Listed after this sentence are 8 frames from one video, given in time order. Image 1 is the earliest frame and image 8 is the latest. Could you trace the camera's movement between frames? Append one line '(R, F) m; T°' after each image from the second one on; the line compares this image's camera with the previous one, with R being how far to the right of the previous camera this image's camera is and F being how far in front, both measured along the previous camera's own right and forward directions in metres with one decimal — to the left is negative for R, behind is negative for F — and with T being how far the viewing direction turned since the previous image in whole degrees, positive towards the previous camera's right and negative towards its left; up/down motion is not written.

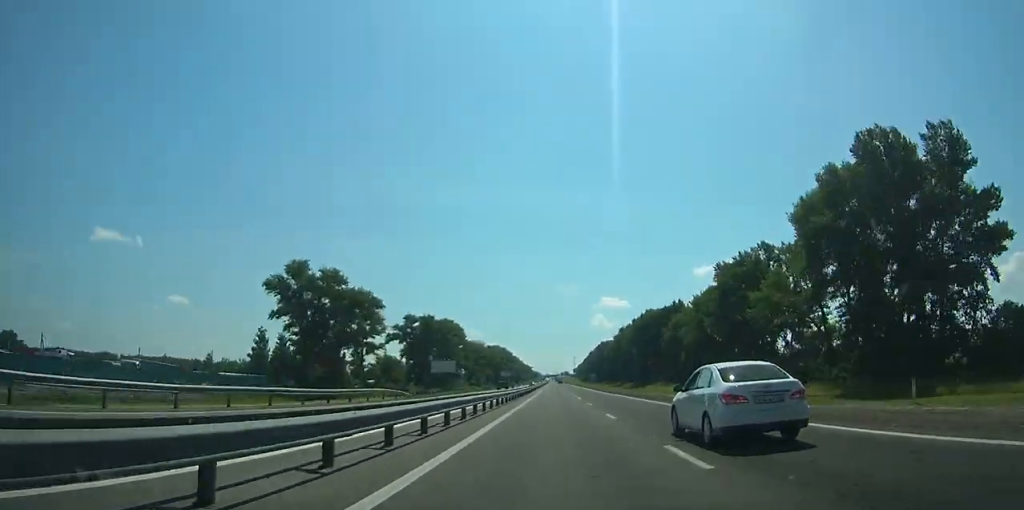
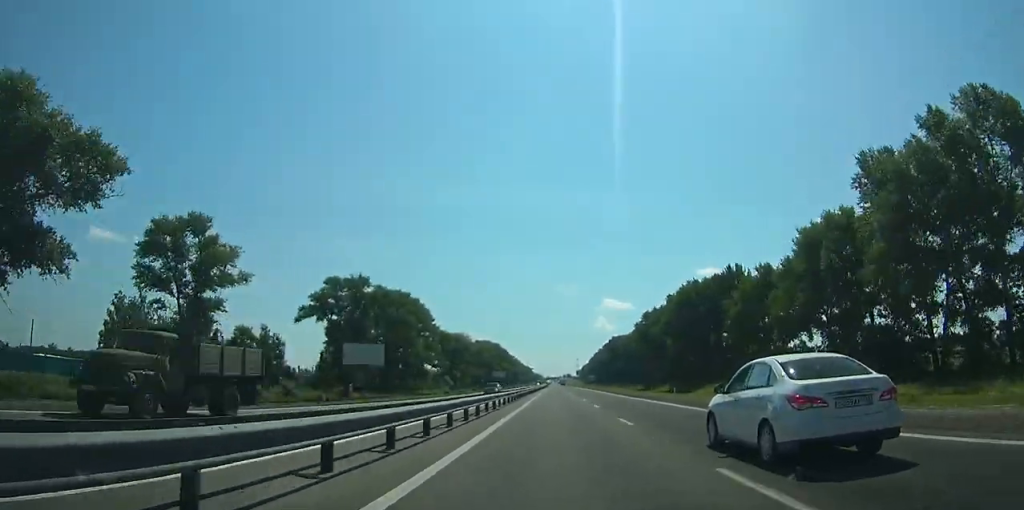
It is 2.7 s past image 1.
(+0.3, +62.1) m; 0°
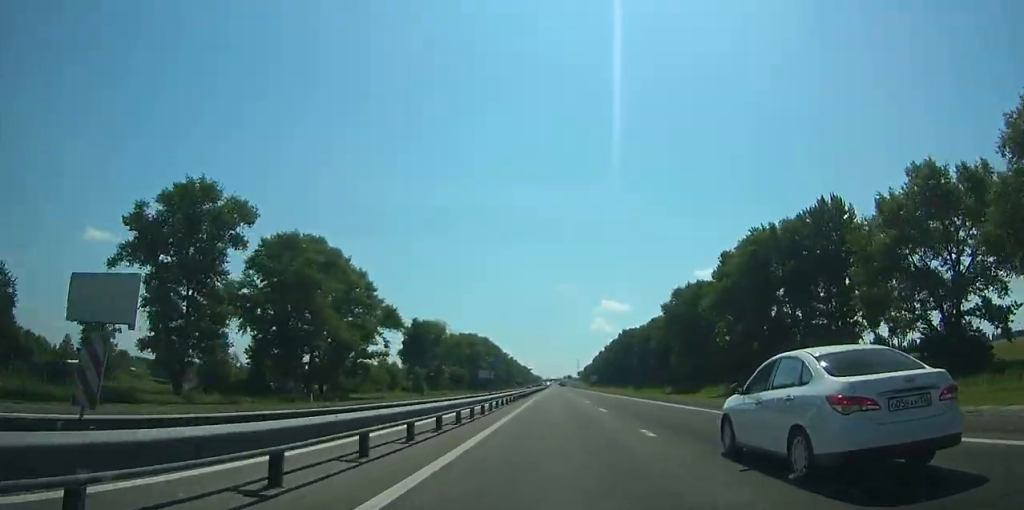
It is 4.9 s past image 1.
(-0.2, +51.4) m; 0°
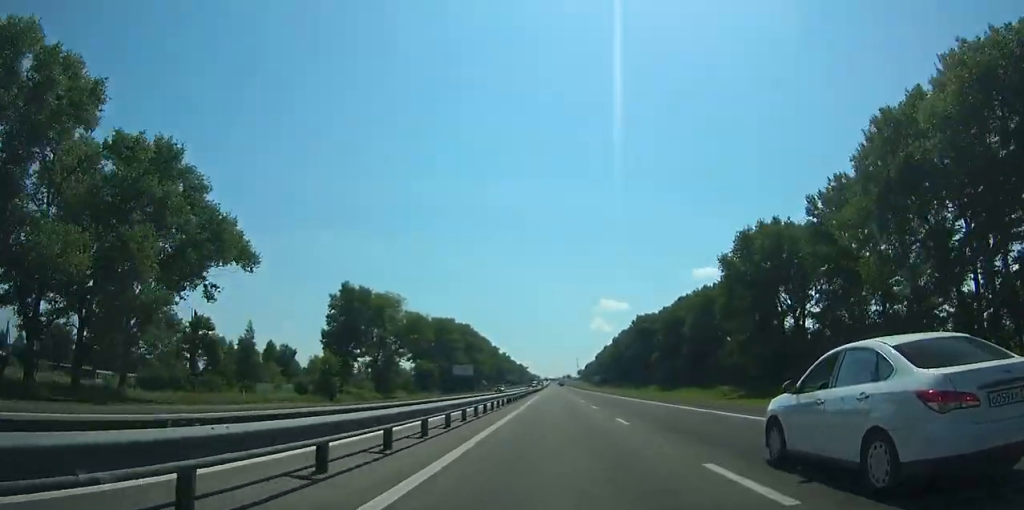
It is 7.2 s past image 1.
(-0.1, +55.8) m; 0°
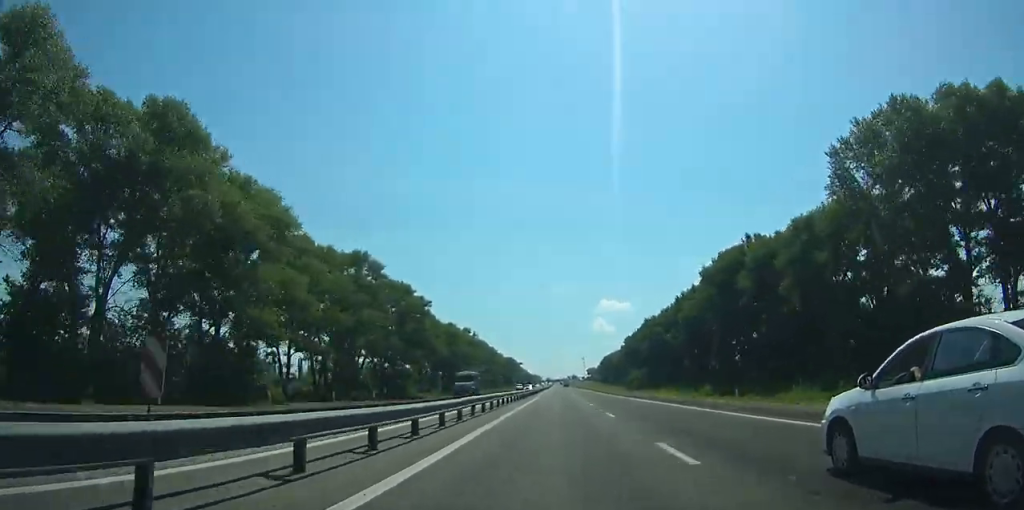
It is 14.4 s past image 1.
(0.0, +180.7) m; 0°
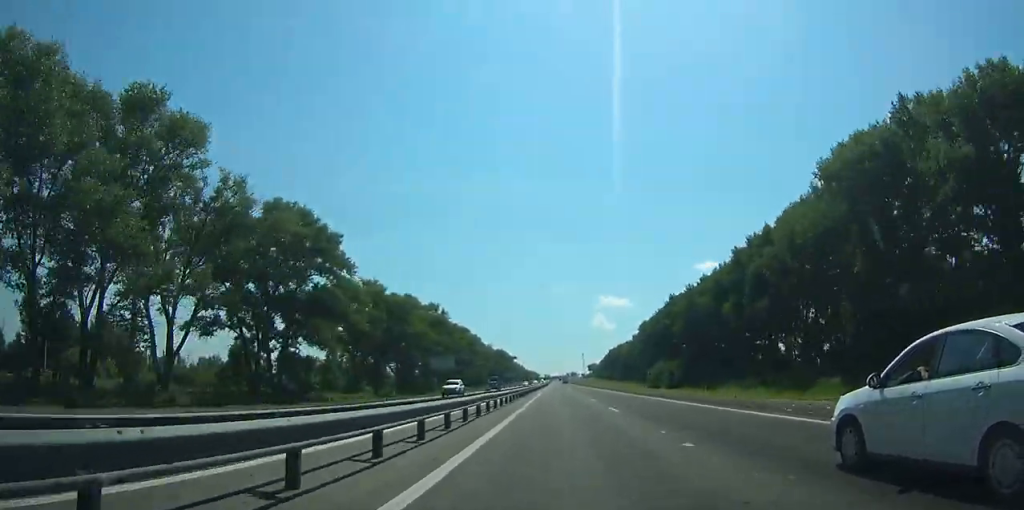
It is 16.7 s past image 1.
(0.0, +56.3) m; 0°
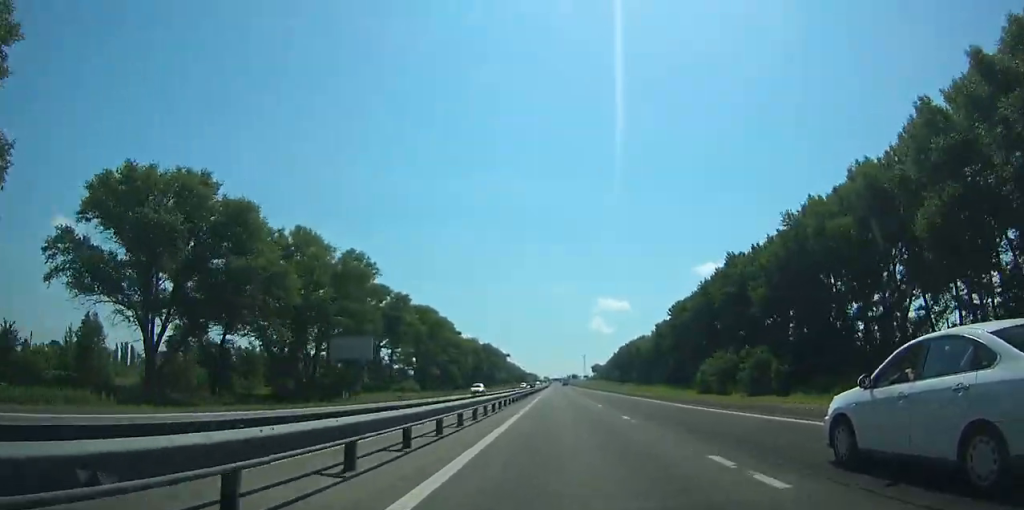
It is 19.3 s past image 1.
(+0.1, +63.4) m; 0°
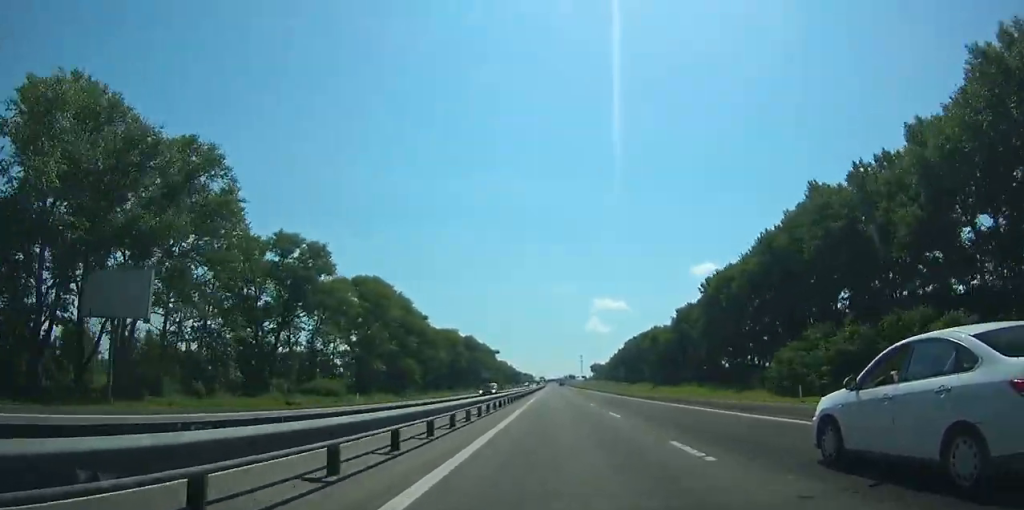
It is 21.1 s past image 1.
(+0.1, +44.1) m; 0°
